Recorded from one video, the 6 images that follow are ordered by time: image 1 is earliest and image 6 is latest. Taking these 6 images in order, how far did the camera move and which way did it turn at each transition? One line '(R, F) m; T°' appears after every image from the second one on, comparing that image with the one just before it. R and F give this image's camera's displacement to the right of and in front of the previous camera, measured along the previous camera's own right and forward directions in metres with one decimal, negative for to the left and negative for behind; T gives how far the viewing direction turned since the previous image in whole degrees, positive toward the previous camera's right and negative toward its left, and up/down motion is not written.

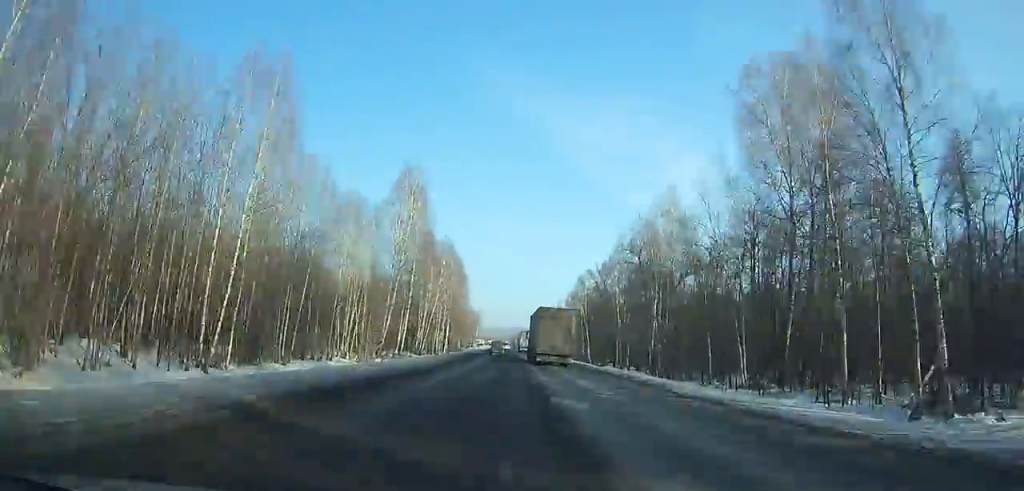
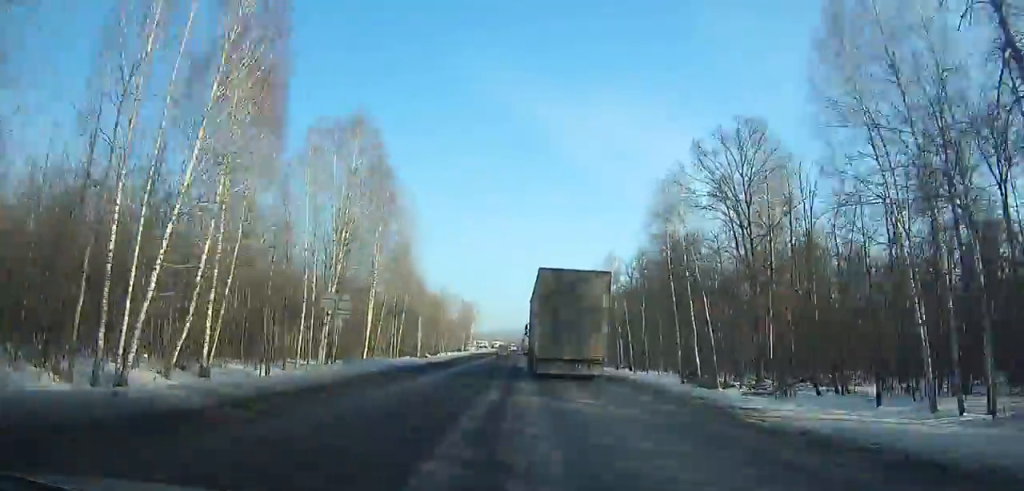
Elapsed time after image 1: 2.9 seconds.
(0.0, +72.5) m; 0°
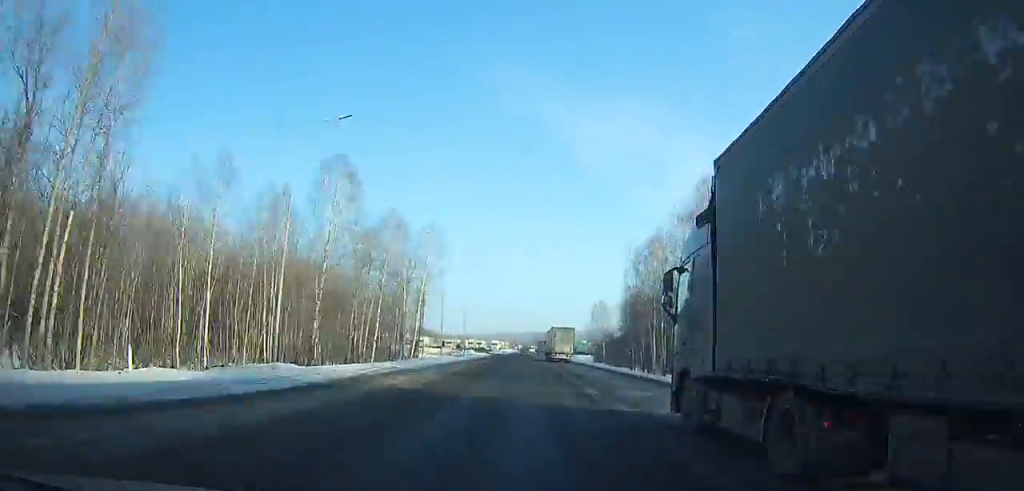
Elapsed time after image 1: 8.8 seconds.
(-2.1, +140.1) m; 0°
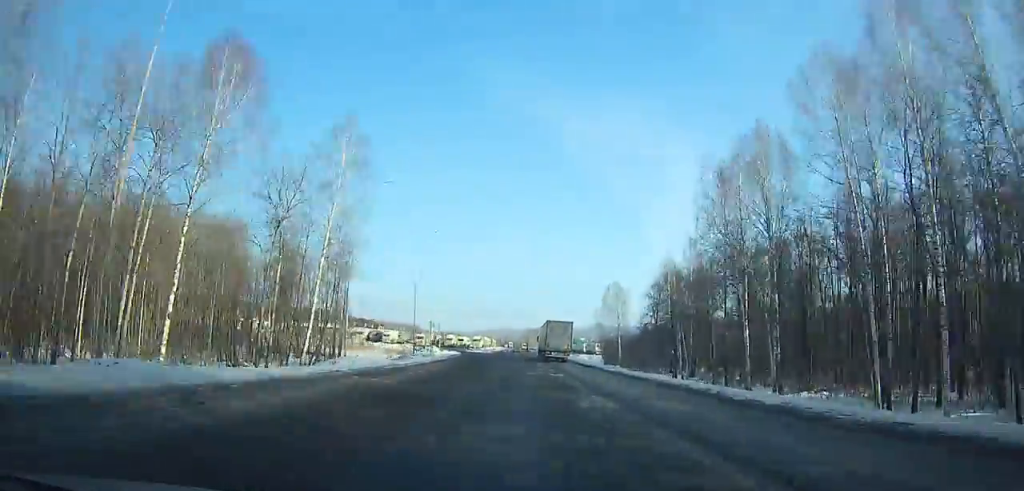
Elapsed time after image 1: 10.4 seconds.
(-0.2, +37.1) m; +1°
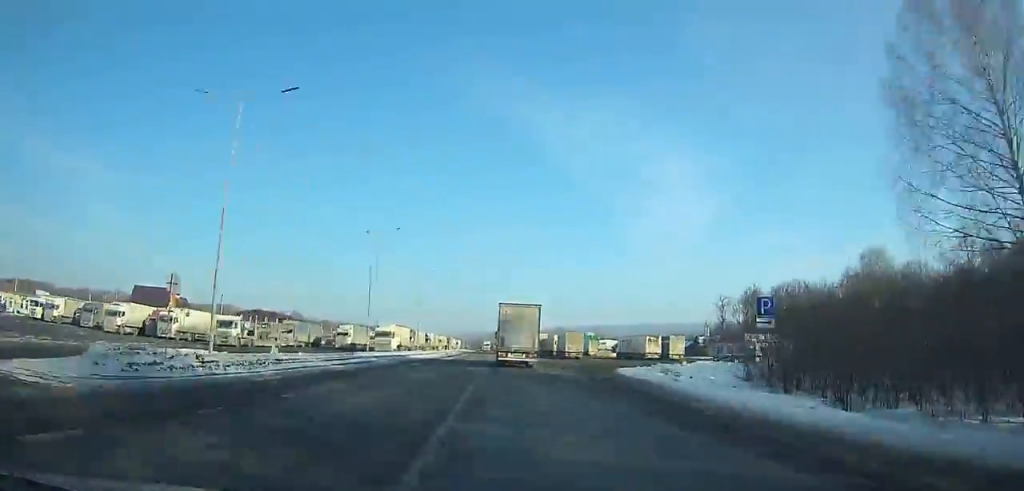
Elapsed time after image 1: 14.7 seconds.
(+1.4, +94.3) m; 0°
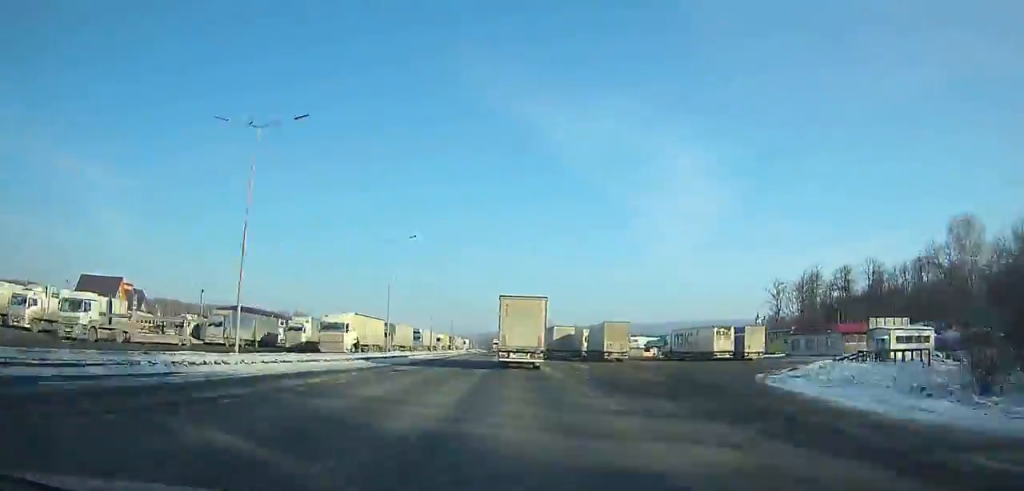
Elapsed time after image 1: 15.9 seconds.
(-0.1, +25.1) m; 0°
